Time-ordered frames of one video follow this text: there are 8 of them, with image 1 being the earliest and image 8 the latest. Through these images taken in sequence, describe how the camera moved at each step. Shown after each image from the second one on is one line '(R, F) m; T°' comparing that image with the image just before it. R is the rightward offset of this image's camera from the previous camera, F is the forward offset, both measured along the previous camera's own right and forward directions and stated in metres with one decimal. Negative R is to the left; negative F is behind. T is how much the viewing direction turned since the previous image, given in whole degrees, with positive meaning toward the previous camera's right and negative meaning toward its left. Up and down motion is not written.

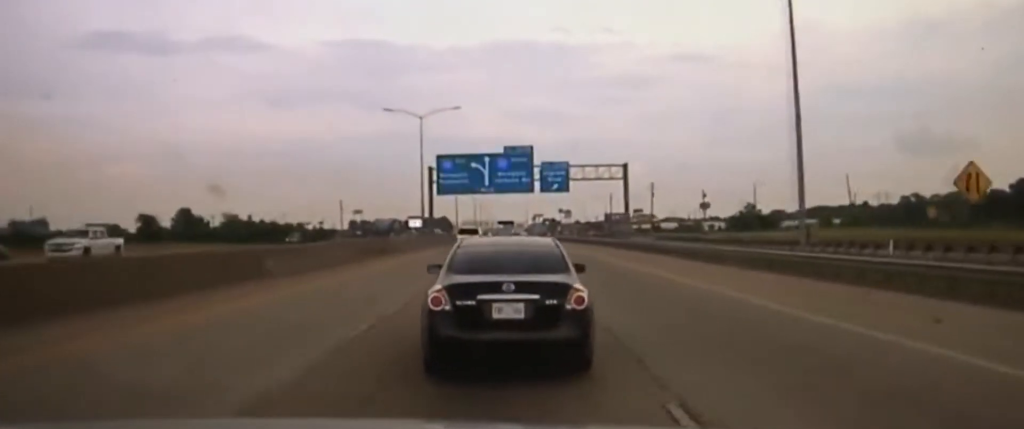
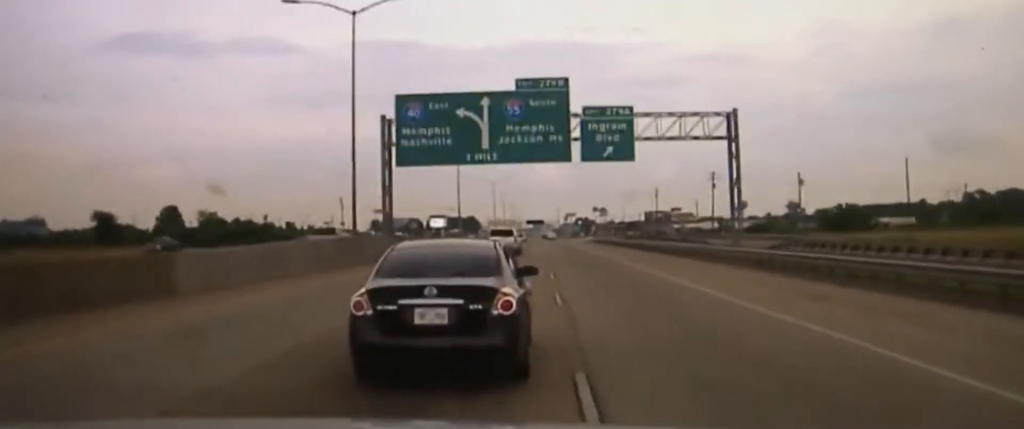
(-0.1, +46.7) m; 0°
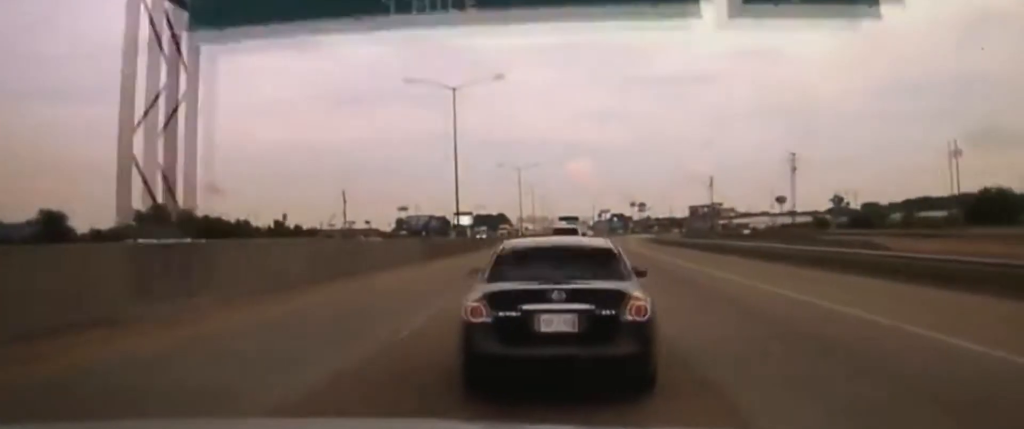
(-0.4, +40.0) m; -2°
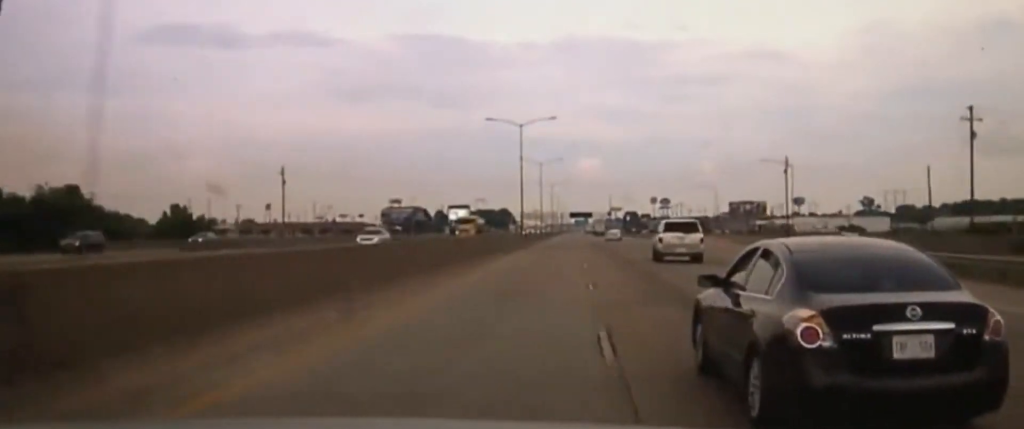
(-1.2, +64.7) m; 0°
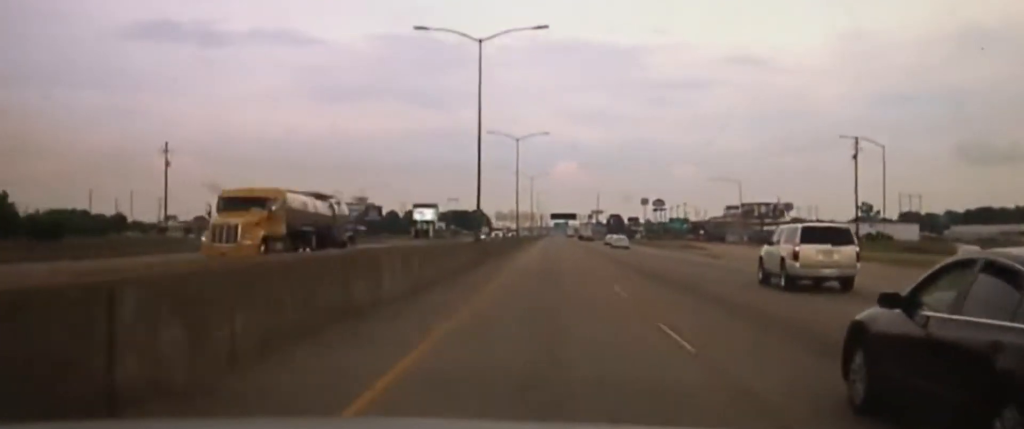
(+0.2, +48.7) m; 0°
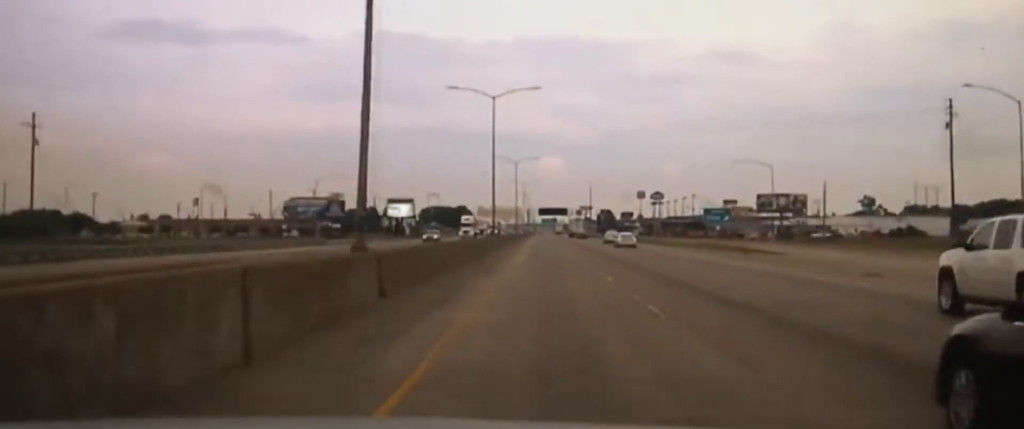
(0.0, +31.9) m; +1°
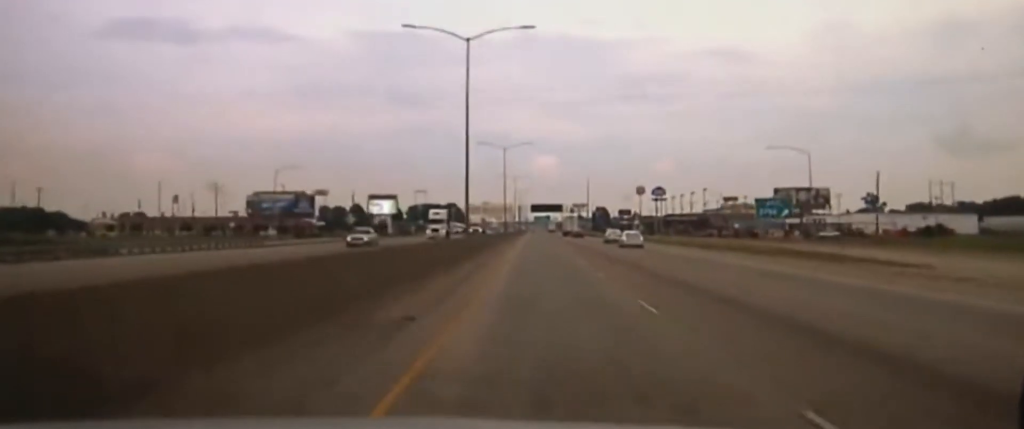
(+0.1, +24.9) m; +1°
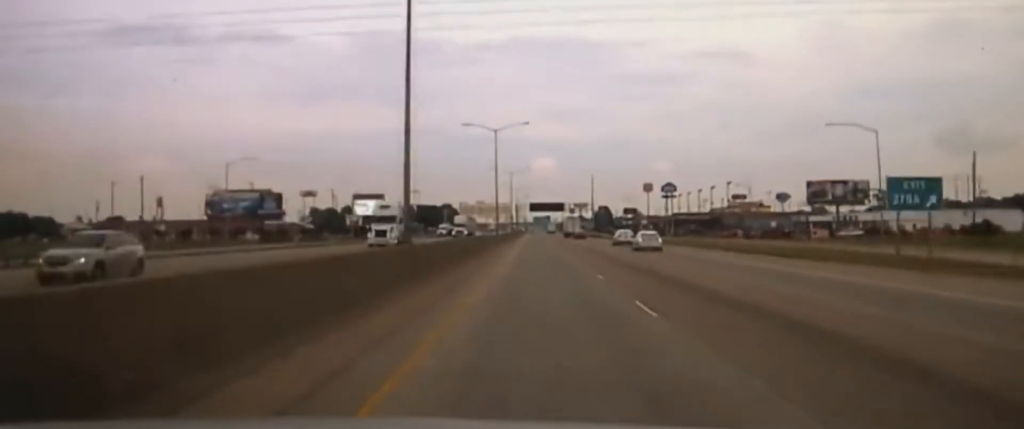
(+0.3, +24.5) m; +1°
